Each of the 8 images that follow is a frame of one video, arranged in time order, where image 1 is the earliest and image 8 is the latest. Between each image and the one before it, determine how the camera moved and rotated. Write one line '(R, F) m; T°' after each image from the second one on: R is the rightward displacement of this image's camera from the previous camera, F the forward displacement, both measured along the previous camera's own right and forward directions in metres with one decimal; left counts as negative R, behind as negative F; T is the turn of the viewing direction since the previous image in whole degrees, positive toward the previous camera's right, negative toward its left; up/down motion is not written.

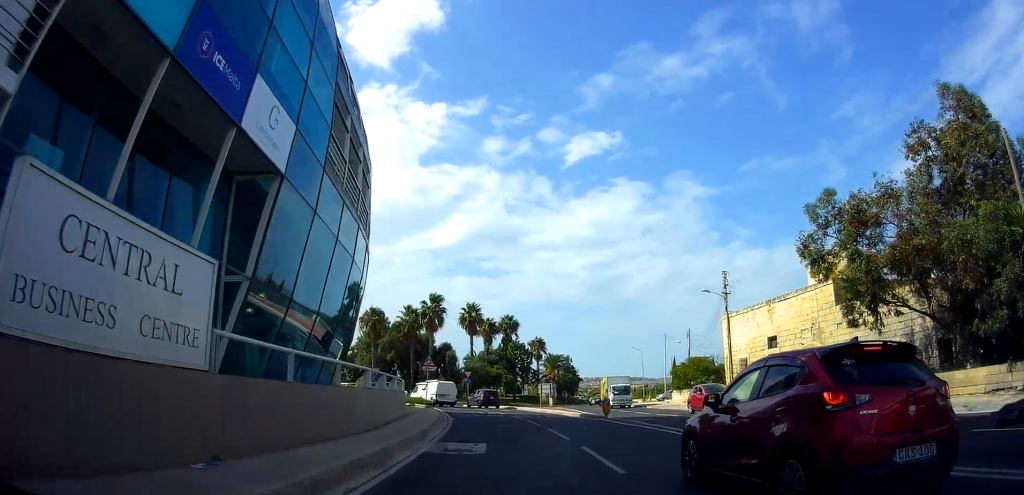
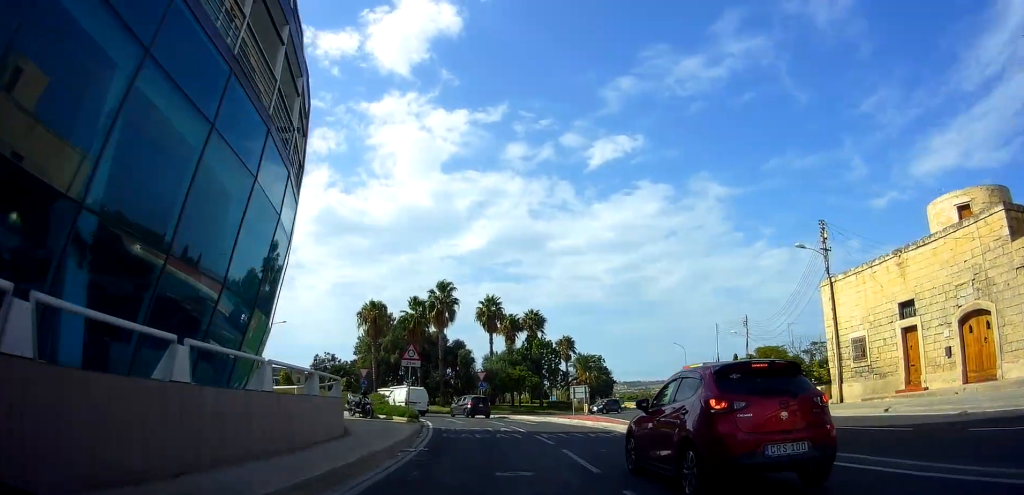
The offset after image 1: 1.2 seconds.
(+0.6, +11.5) m; +1°
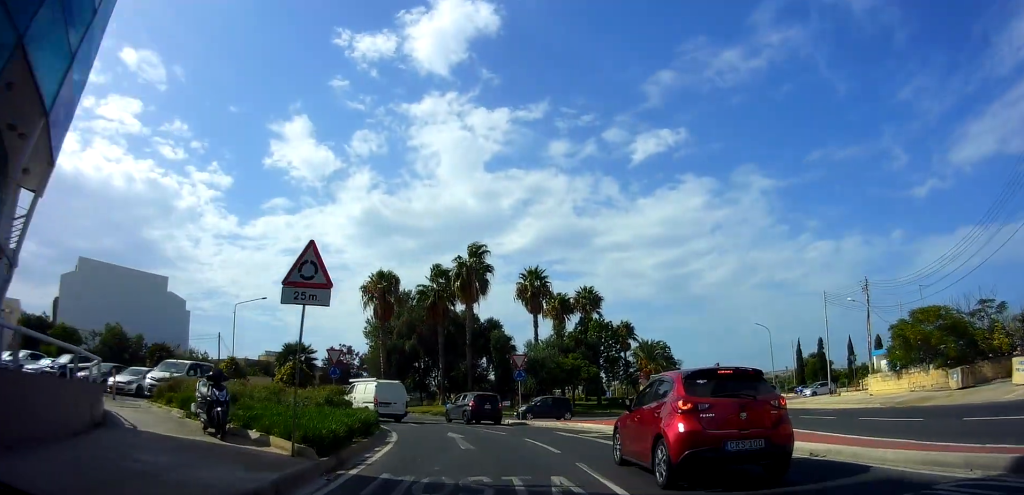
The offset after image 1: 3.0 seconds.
(-1.2, +15.3) m; -10°
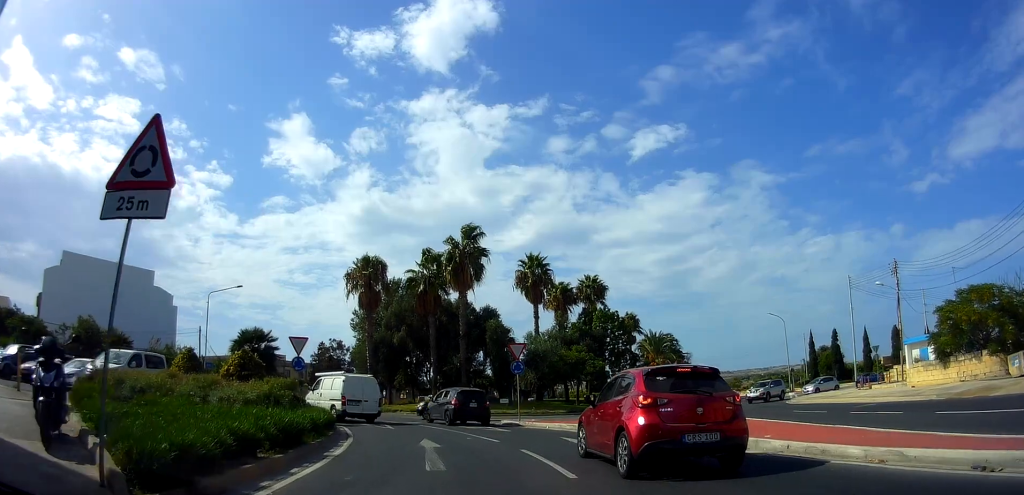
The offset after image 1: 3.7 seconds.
(-0.3, +4.5) m; 0°
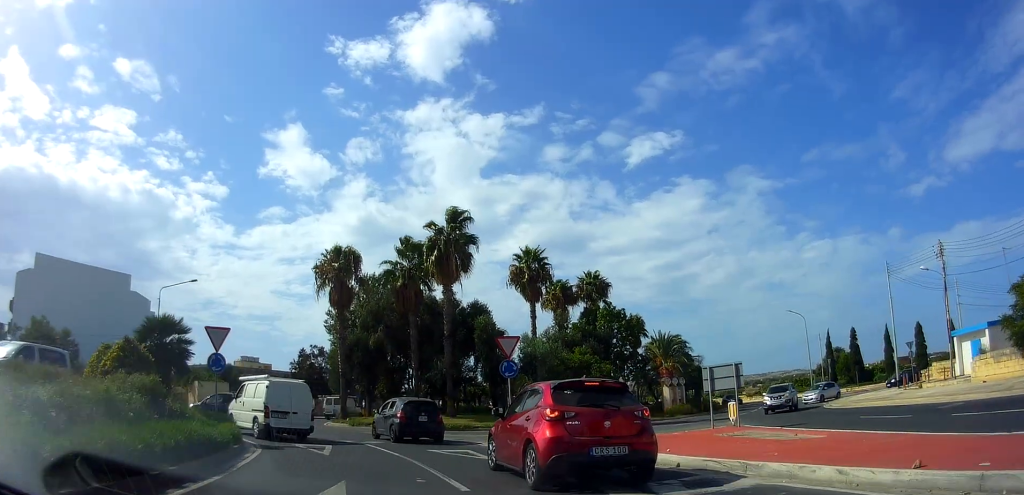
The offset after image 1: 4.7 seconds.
(+0.2, +6.4) m; +1°
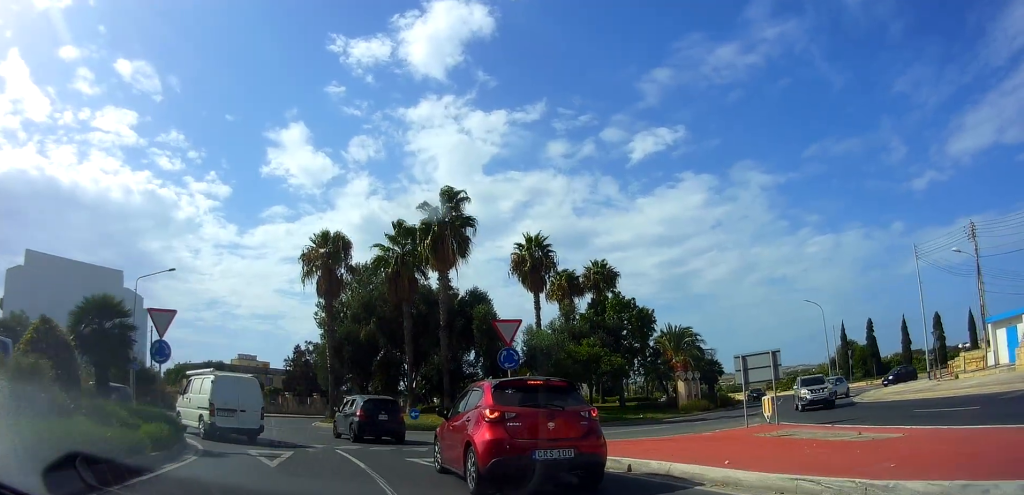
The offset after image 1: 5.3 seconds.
(+0.2, +3.3) m; -1°
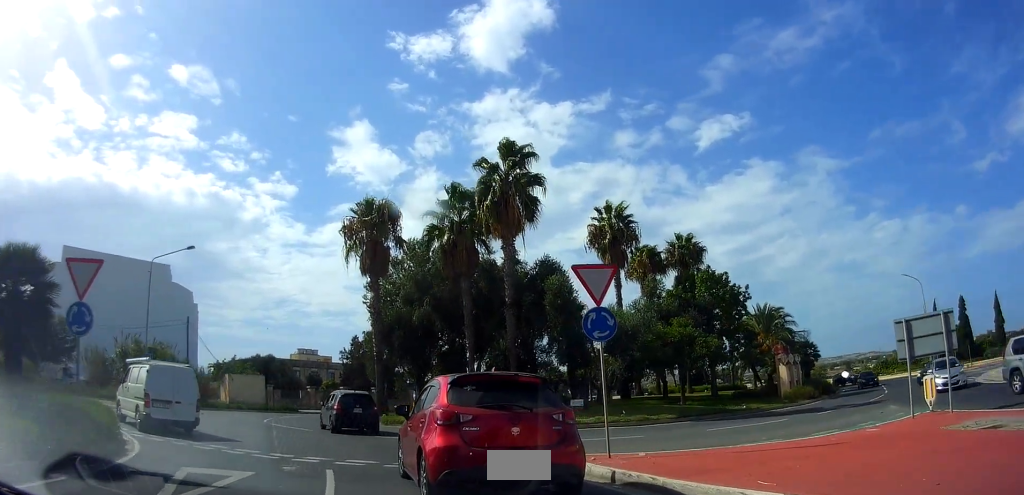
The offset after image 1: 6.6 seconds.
(-0.7, +5.7) m; -8°
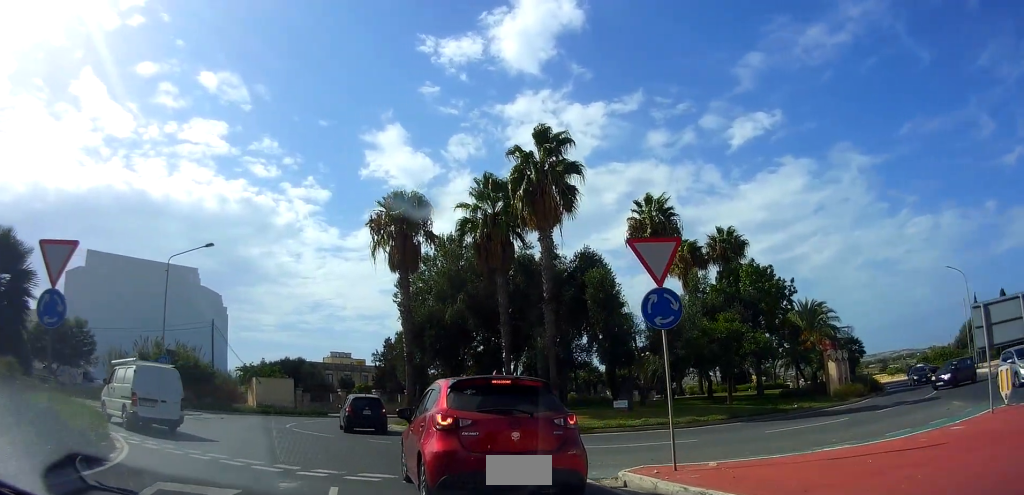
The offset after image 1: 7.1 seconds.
(0.0, +2.0) m; 0°
